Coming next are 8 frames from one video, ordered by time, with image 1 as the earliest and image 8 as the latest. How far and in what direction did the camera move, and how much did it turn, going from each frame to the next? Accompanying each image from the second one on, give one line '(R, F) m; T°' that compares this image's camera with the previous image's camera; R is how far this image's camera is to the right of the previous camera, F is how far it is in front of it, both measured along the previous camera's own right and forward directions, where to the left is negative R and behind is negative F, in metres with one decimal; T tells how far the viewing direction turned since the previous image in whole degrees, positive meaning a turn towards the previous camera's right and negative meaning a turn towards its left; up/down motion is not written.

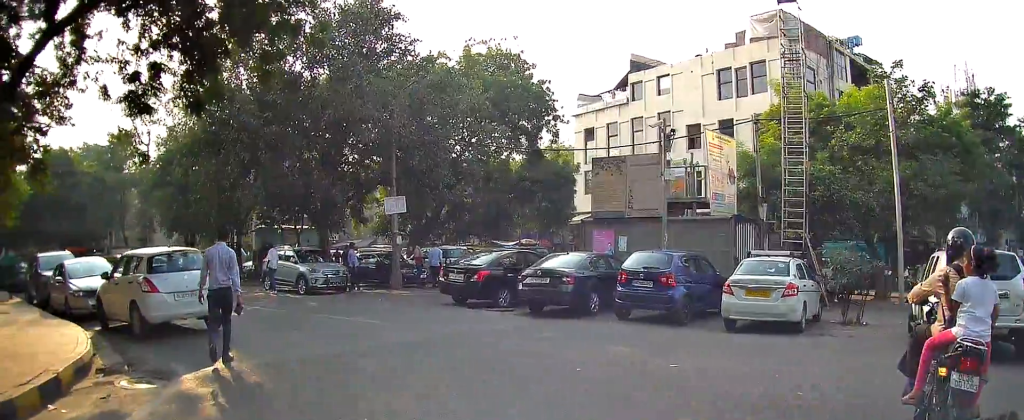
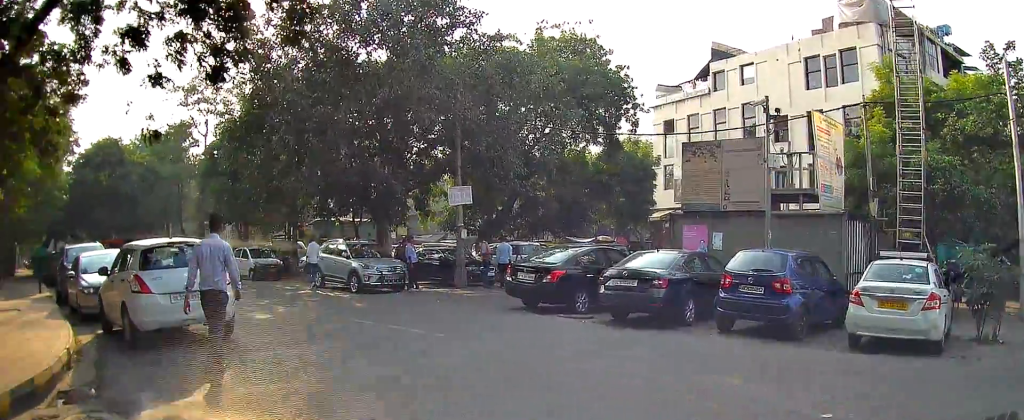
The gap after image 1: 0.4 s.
(-0.3, +2.4) m; -7°
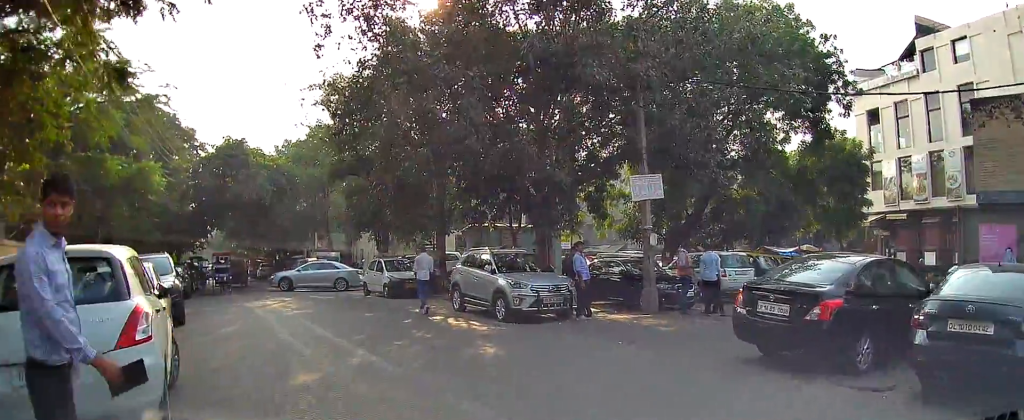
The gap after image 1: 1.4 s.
(-0.6, +5.7) m; -13°
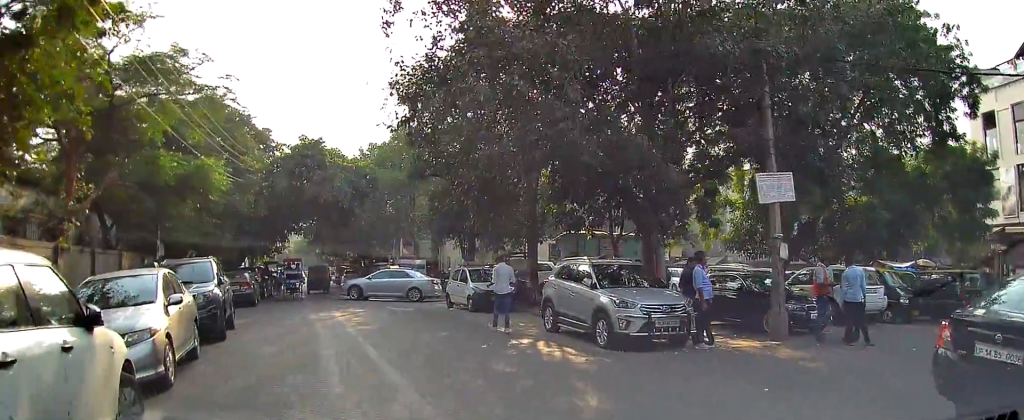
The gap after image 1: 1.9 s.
(-0.1, +2.5) m; -4°
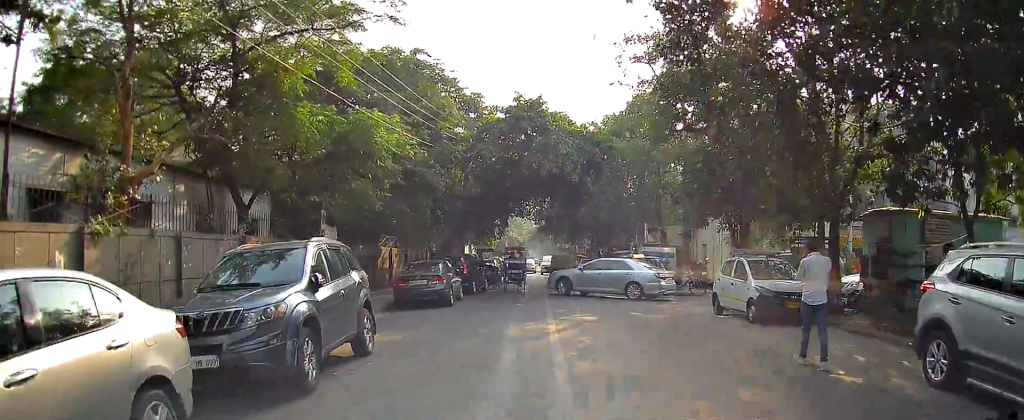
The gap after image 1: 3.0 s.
(-0.7, +6.4) m; -8°
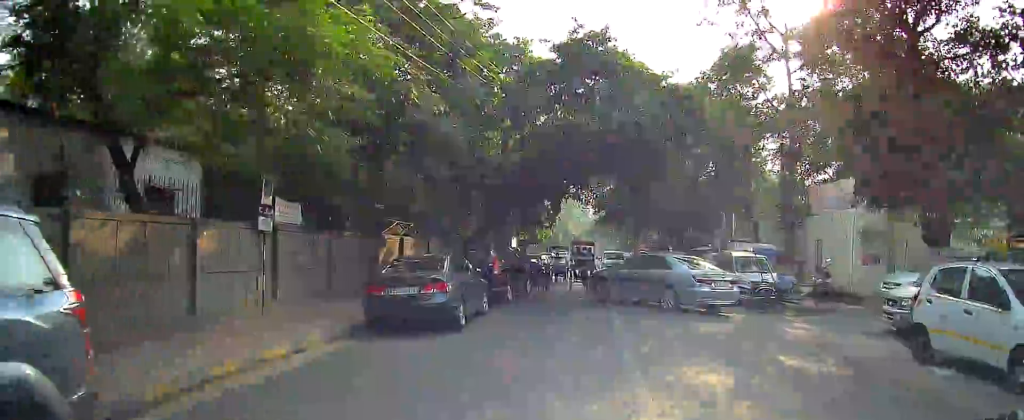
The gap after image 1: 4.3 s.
(-0.4, +7.3) m; -11°
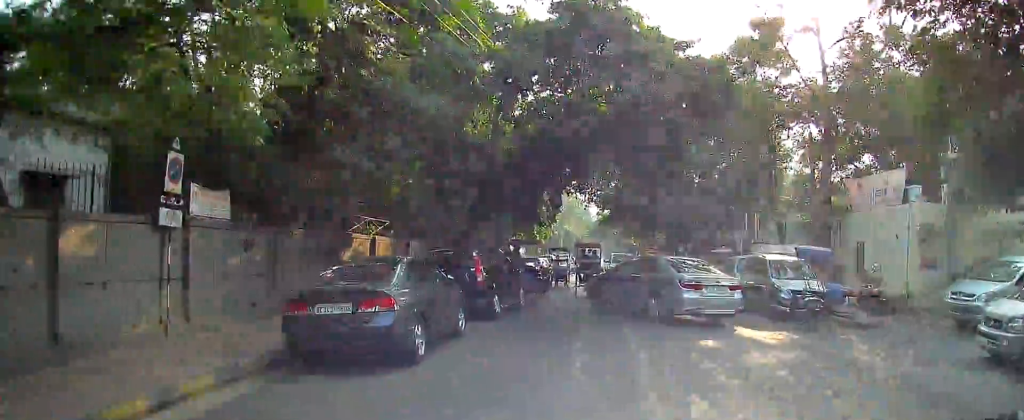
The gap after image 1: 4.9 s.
(-0.2, +3.3) m; -6°
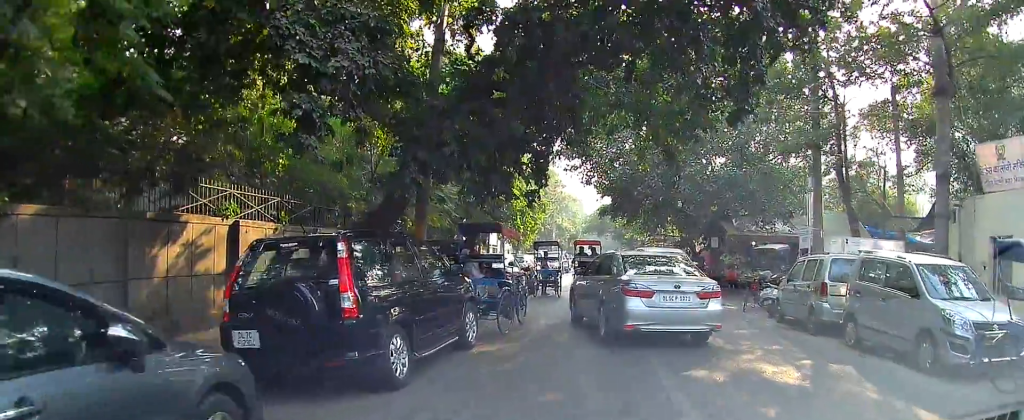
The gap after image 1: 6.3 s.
(-0.5, +7.6) m; -1°
